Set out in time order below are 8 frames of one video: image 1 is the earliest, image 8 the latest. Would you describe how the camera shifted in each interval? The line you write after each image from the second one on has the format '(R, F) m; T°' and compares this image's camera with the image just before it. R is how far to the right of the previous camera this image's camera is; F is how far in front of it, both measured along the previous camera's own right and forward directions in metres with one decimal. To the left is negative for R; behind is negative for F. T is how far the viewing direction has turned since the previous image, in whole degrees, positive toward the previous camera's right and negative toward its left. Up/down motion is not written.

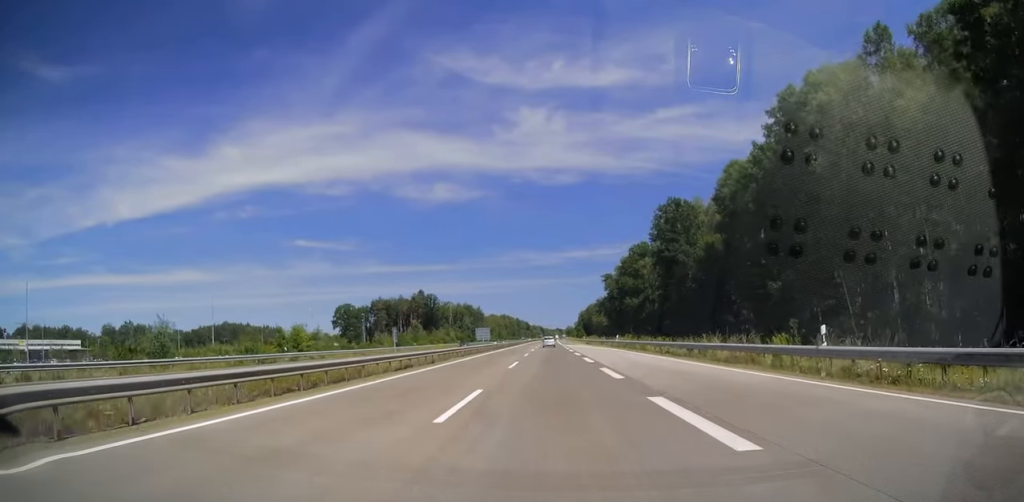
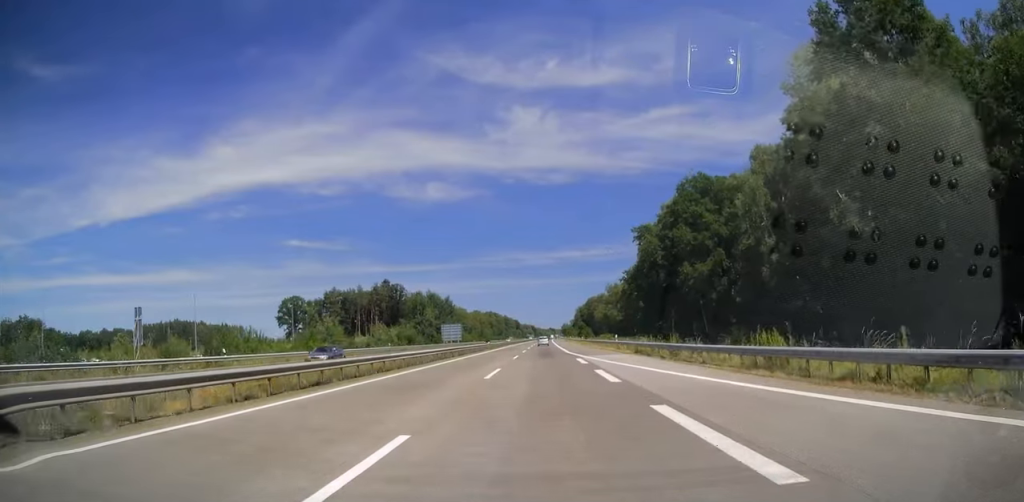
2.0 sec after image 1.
(+0.1, +61.8) m; 0°
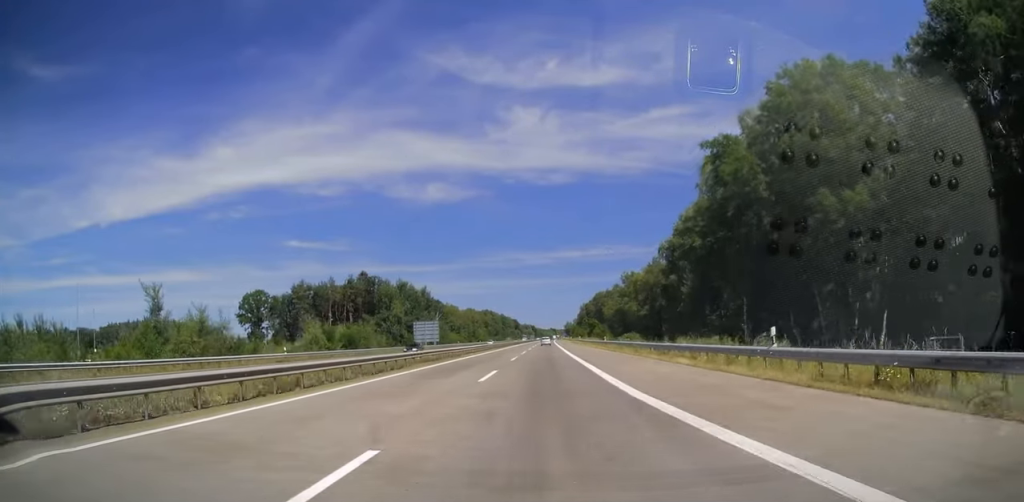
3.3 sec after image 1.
(+0.1, +37.6) m; 0°
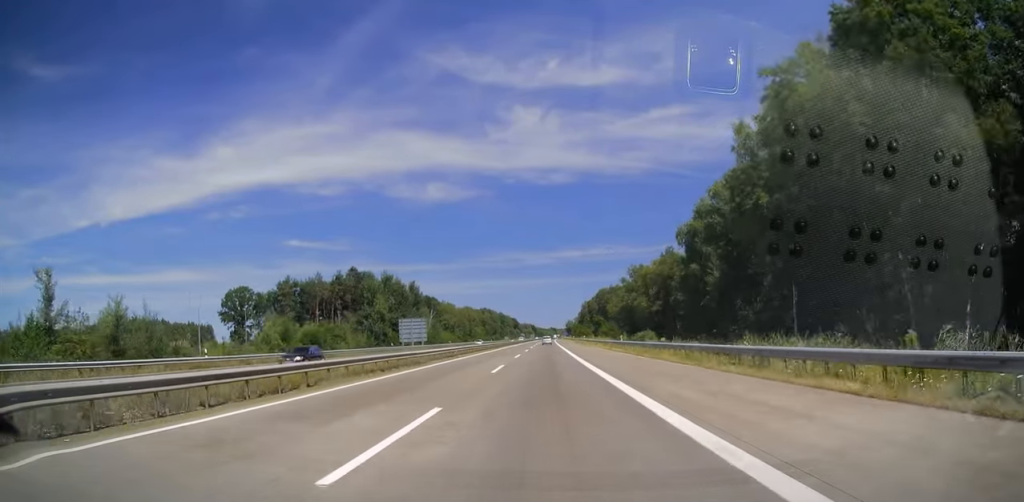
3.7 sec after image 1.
(0.0, +13.7) m; 0°
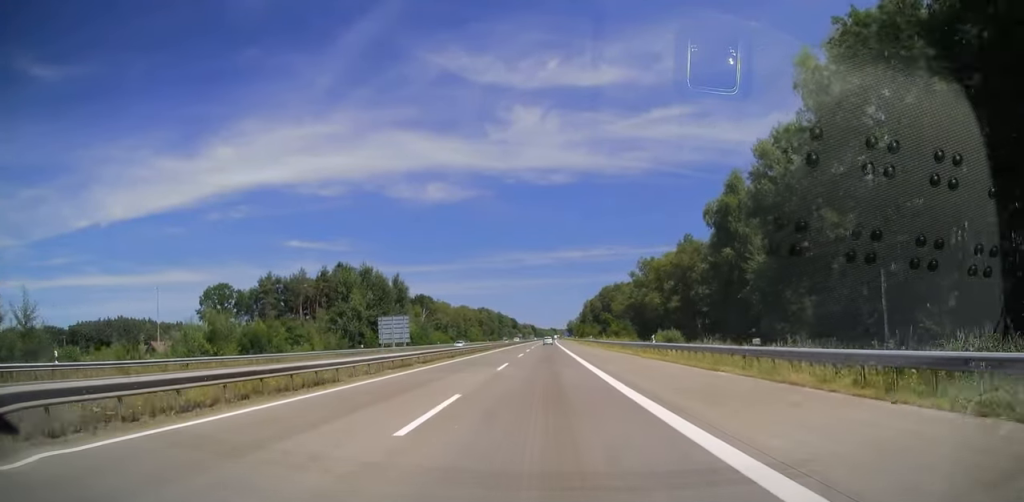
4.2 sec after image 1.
(0.0, +15.2) m; 0°
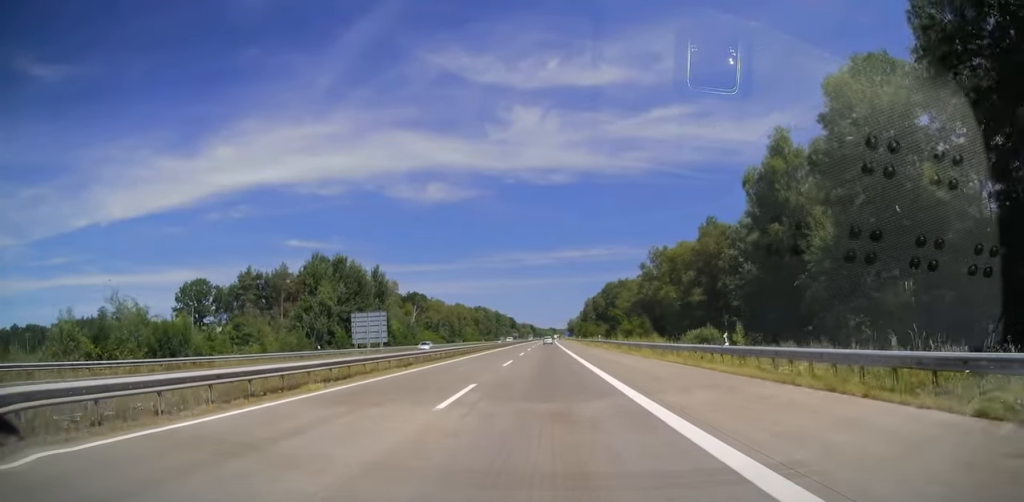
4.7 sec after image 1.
(0.0, +14.7) m; 0°
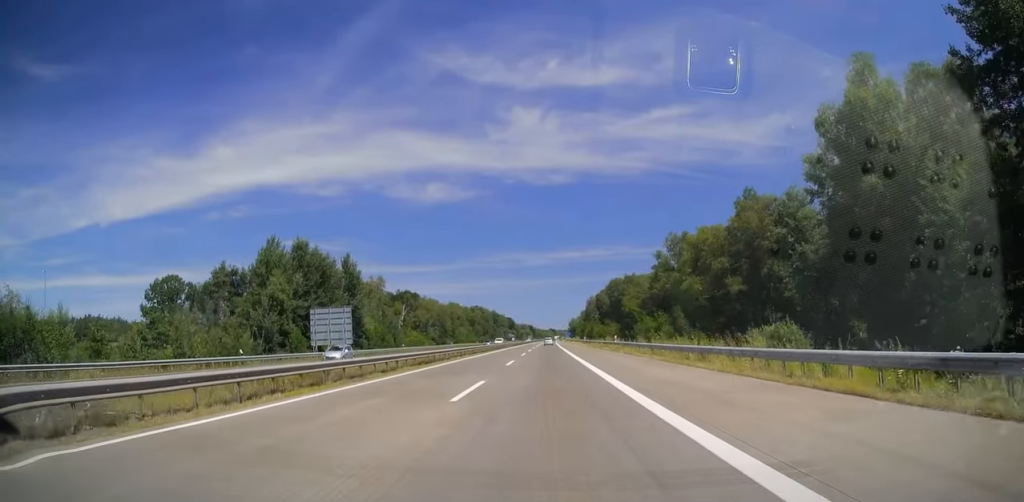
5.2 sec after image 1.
(0.0, +16.8) m; 0°
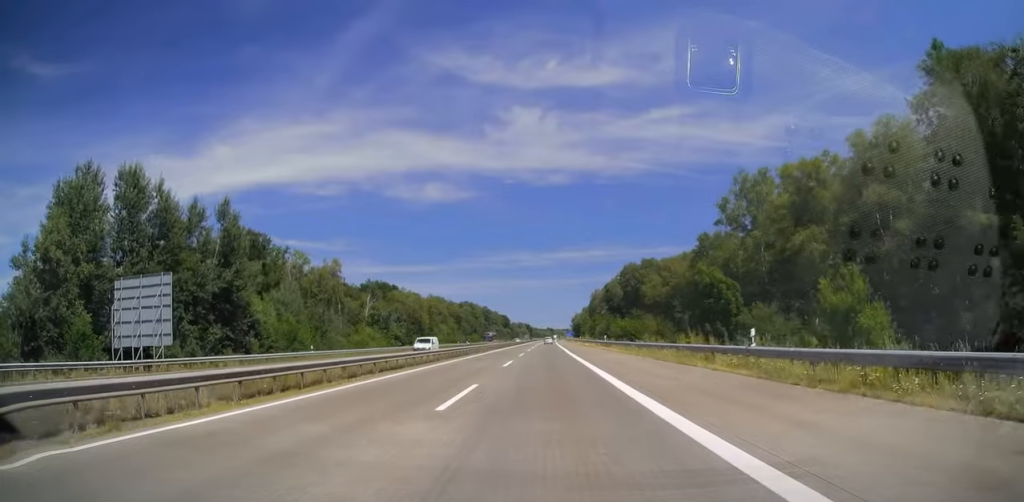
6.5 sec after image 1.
(+0.3, +38.0) m; 0°
